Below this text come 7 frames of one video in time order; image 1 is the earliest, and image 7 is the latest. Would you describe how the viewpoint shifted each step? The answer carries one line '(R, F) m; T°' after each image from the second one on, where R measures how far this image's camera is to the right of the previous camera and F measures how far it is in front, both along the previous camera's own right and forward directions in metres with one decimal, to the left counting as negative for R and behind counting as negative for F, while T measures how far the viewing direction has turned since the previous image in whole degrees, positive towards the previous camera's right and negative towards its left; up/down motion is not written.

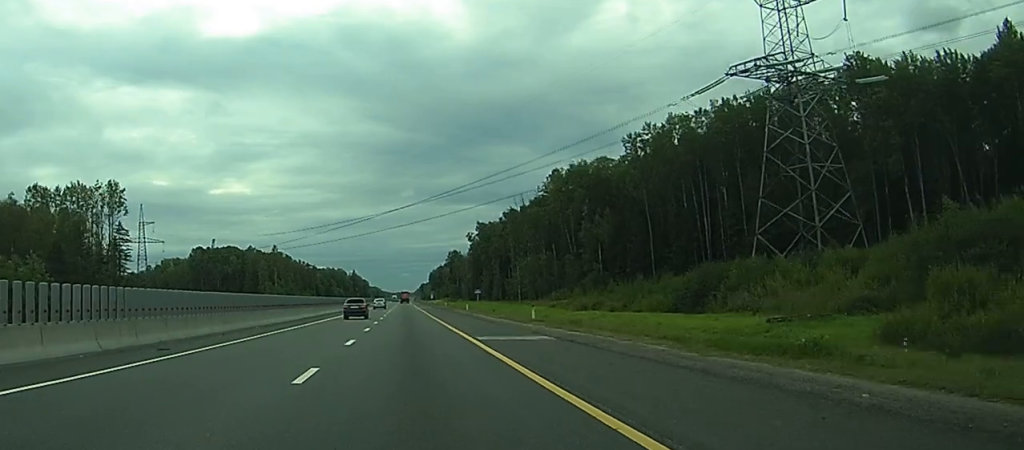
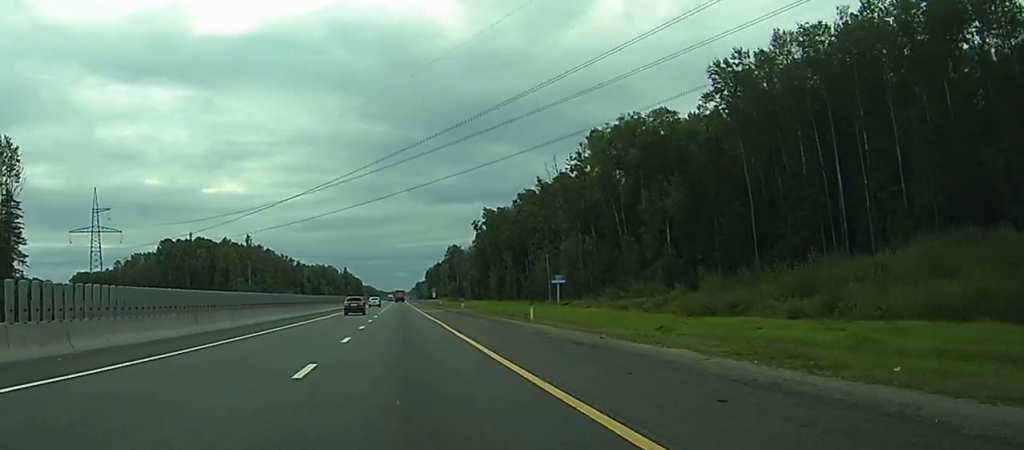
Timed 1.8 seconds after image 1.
(+0.2, +47.3) m; +1°
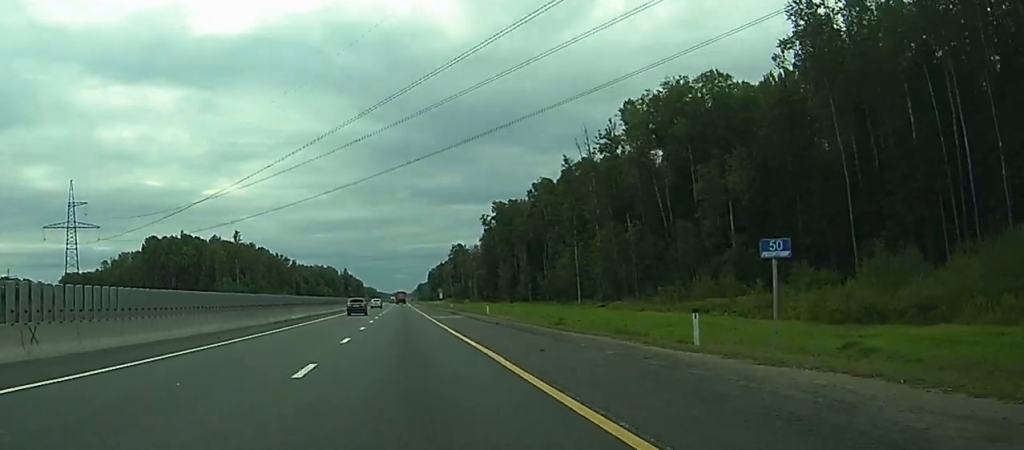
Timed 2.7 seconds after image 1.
(0.0, +23.9) m; 0°
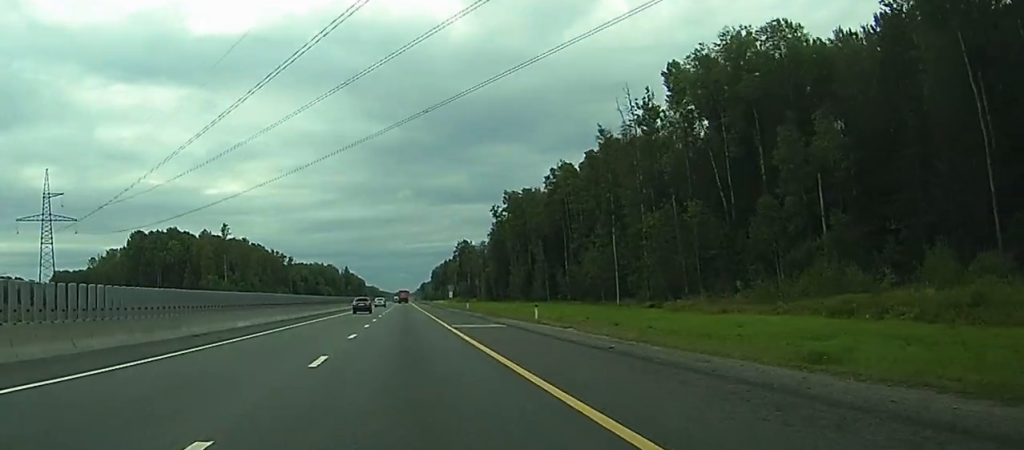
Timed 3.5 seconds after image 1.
(0.0, +21.9) m; 0°
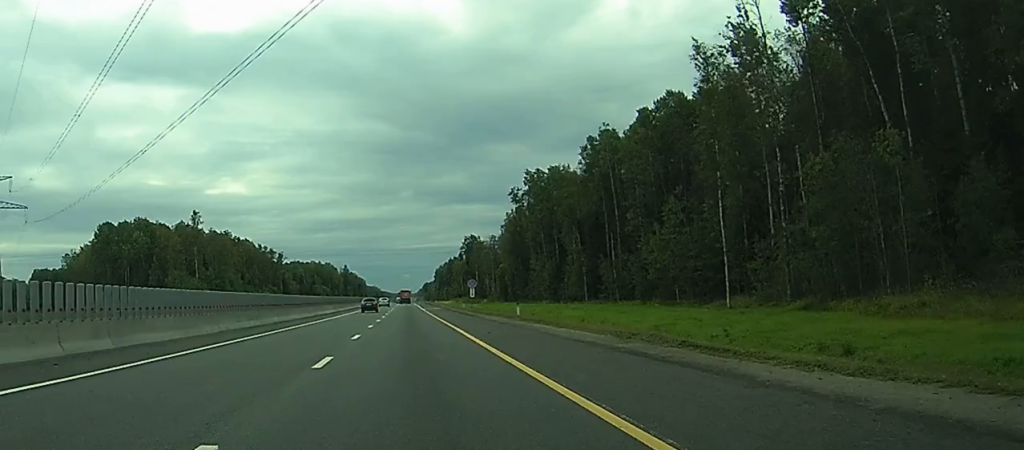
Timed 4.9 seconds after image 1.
(-0.1, +36.4) m; 0°
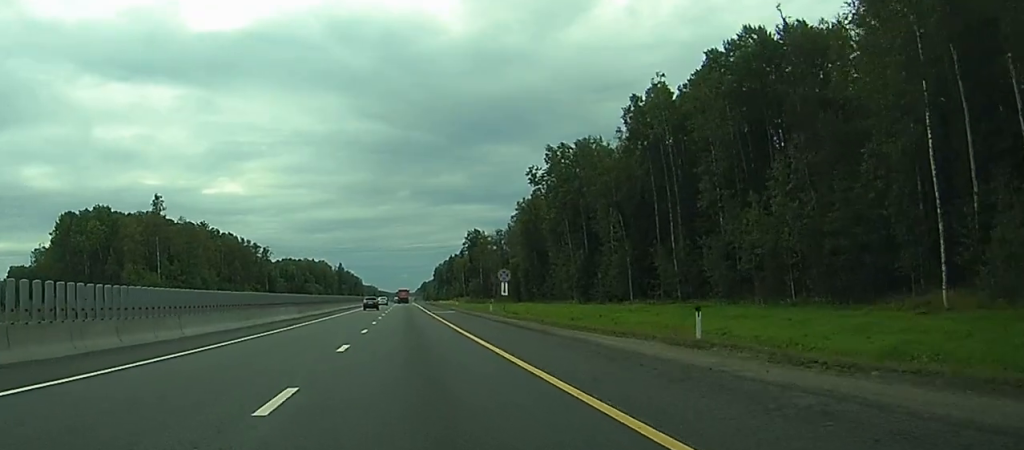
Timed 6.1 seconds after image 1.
(0.0, +30.7) m; 0°
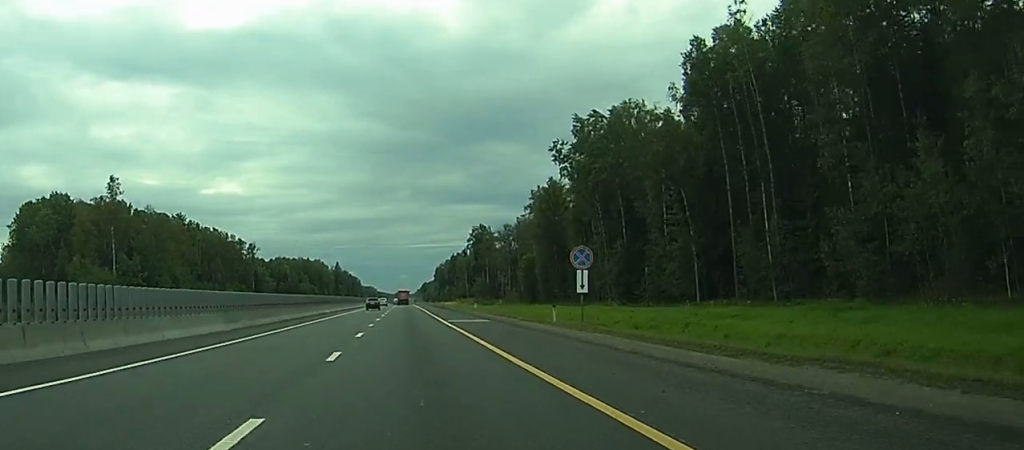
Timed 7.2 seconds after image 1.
(0.0, +27.1) m; 0°
